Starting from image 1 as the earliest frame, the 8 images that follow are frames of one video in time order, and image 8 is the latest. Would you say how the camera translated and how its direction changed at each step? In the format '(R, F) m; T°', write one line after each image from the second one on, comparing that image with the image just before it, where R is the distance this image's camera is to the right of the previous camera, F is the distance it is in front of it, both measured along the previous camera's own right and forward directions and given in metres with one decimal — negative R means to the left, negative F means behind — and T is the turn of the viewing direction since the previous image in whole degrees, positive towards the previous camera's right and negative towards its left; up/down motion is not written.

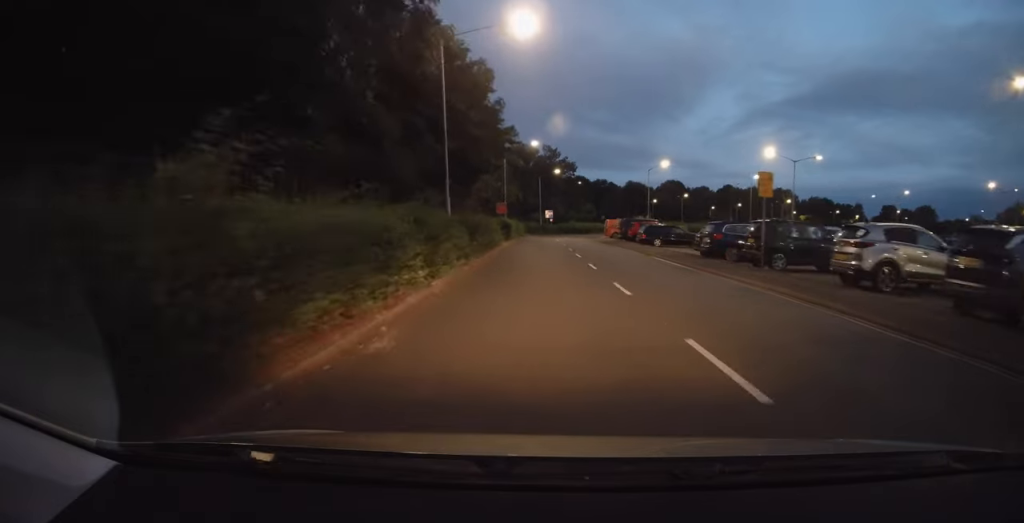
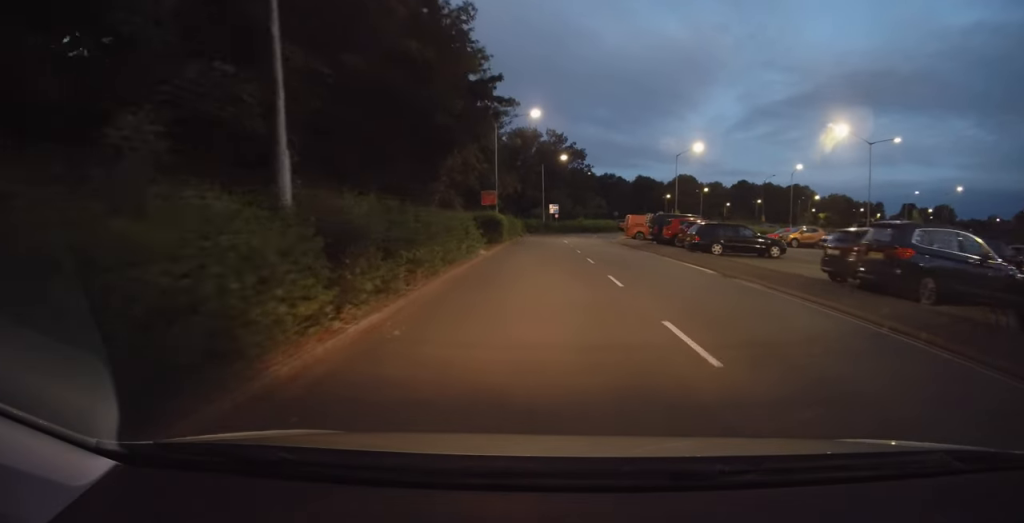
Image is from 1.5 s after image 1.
(+0.4, +11.6) m; +2°
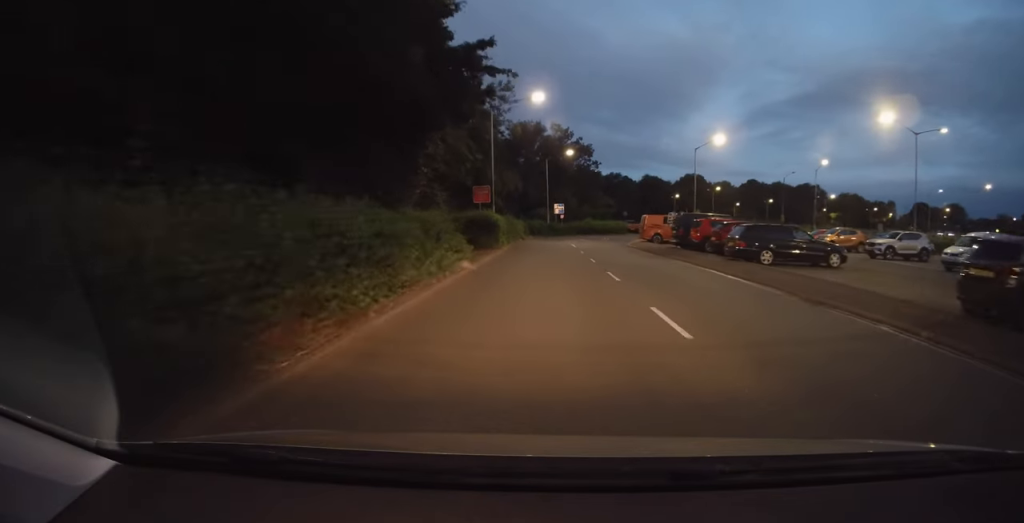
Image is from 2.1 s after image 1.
(0.0, +5.1) m; -1°
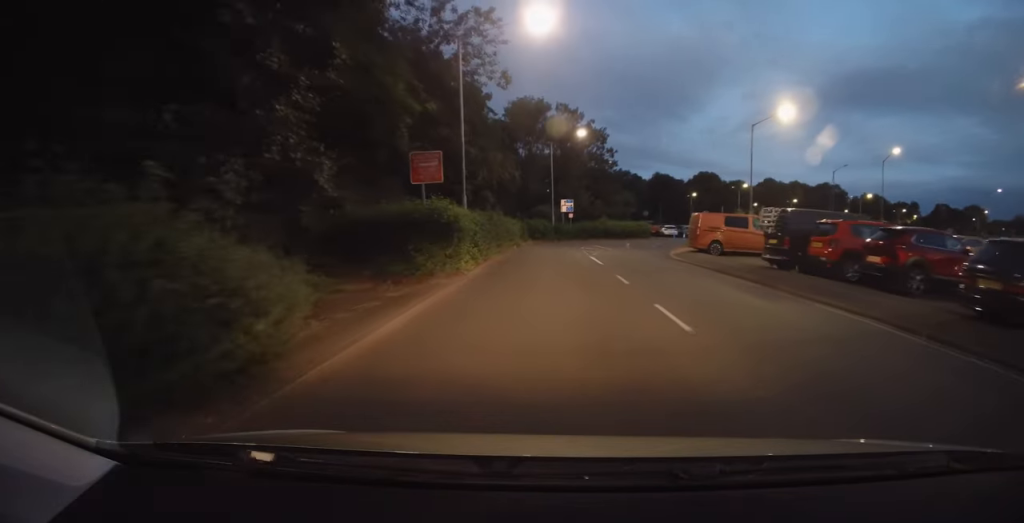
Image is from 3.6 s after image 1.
(-0.5, +12.5) m; -2°
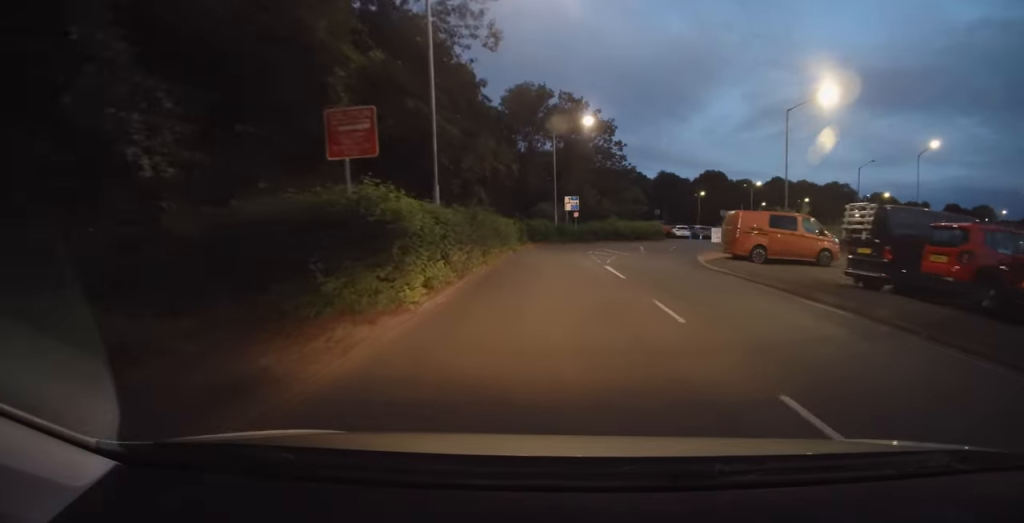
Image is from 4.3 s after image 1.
(+0.2, +5.1) m; +1°
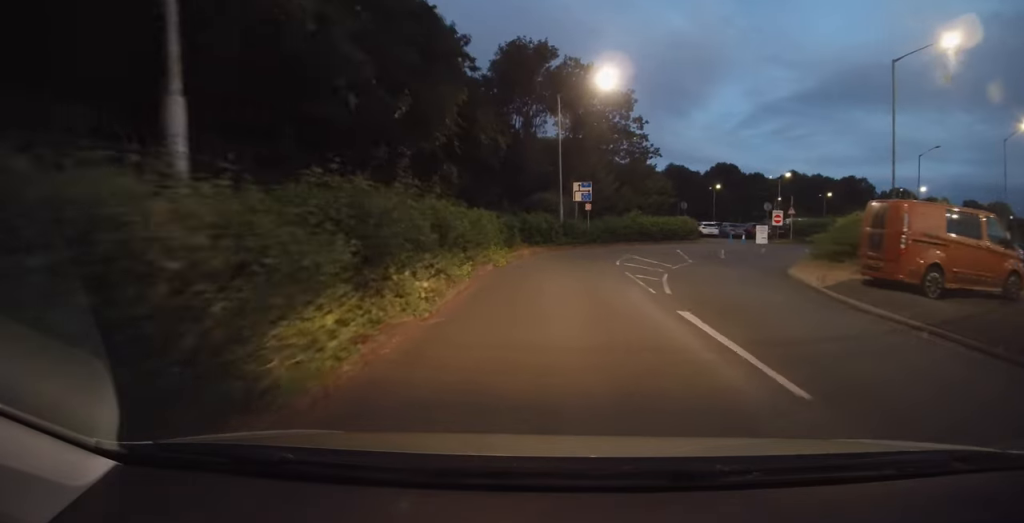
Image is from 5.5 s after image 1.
(+0.2, +9.9) m; 0°
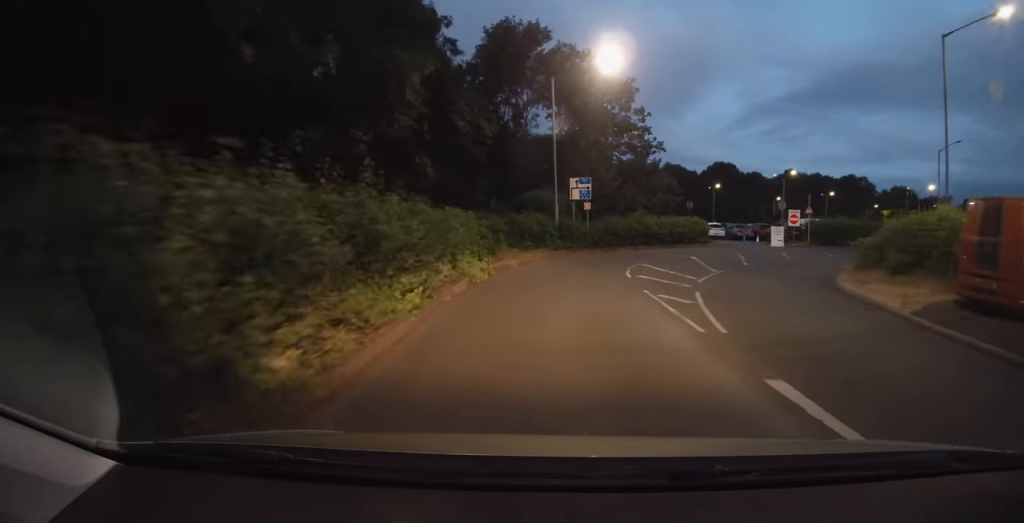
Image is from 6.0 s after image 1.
(0.0, +3.7) m; -1°
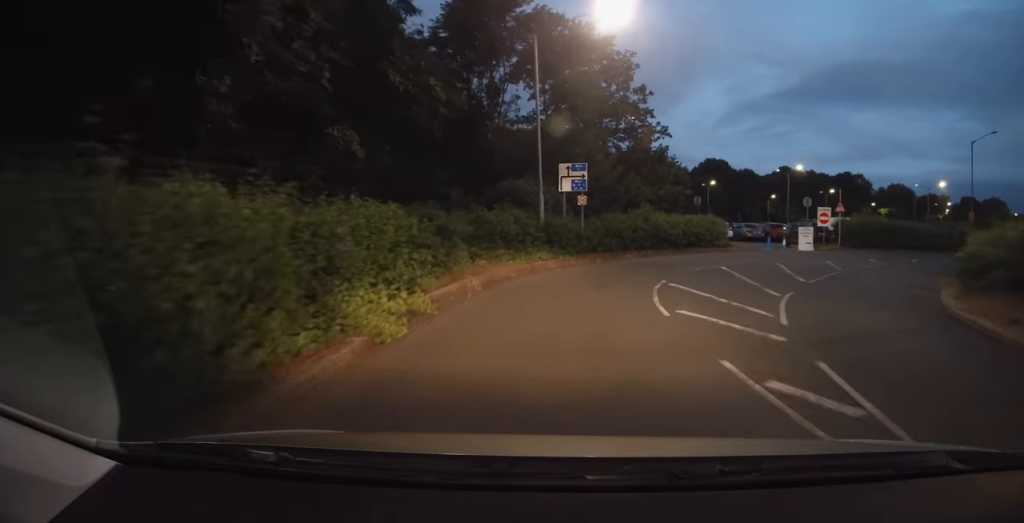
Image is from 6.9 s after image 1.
(-0.1, +6.0) m; 0°
